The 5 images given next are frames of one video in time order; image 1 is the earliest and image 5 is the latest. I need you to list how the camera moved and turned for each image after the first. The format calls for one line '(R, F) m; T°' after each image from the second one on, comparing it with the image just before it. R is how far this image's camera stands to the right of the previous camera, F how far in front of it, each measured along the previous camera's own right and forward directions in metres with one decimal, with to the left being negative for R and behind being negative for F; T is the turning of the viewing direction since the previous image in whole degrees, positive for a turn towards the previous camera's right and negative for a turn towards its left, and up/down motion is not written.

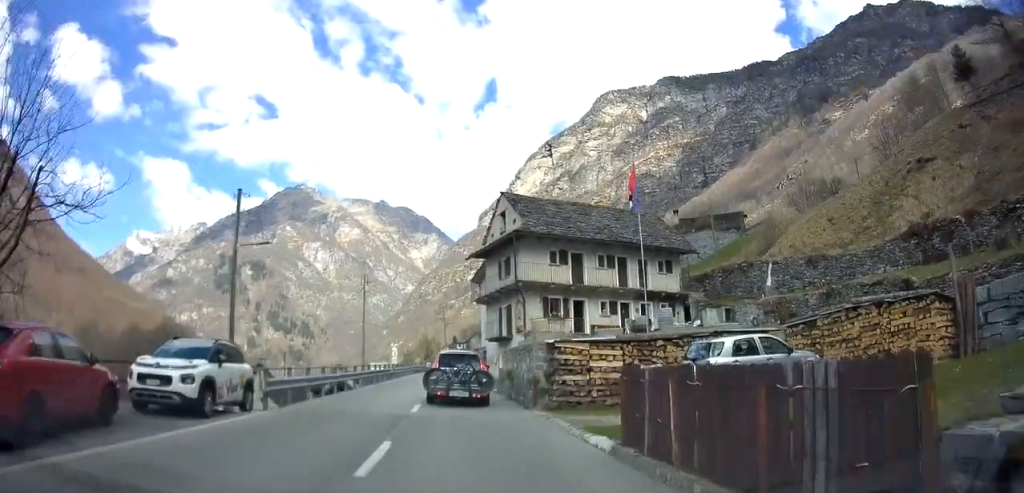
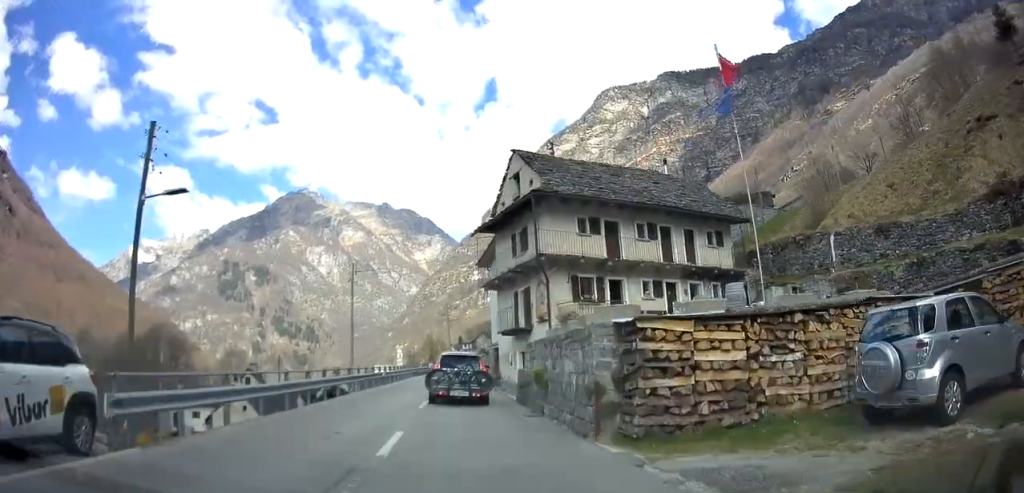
(0.0, +7.0) m; -1°
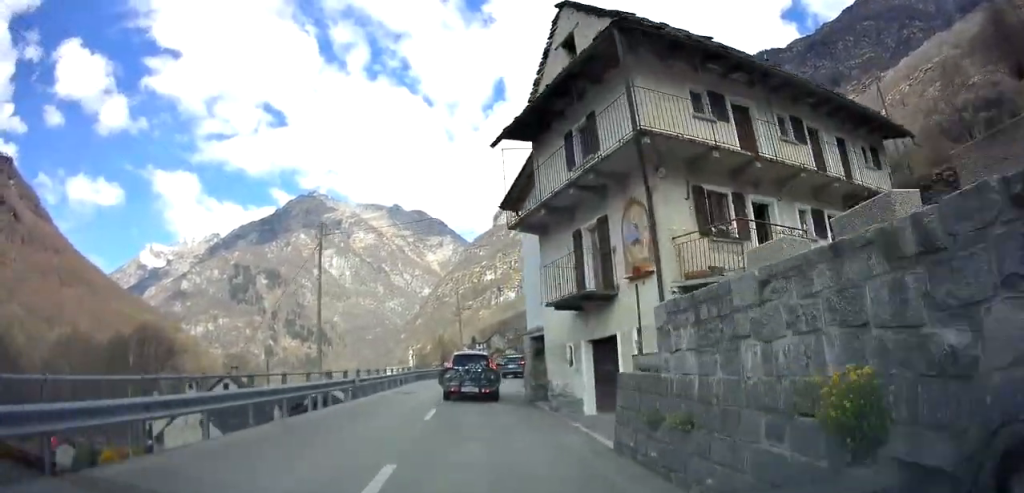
(-0.3, +11.6) m; -2°
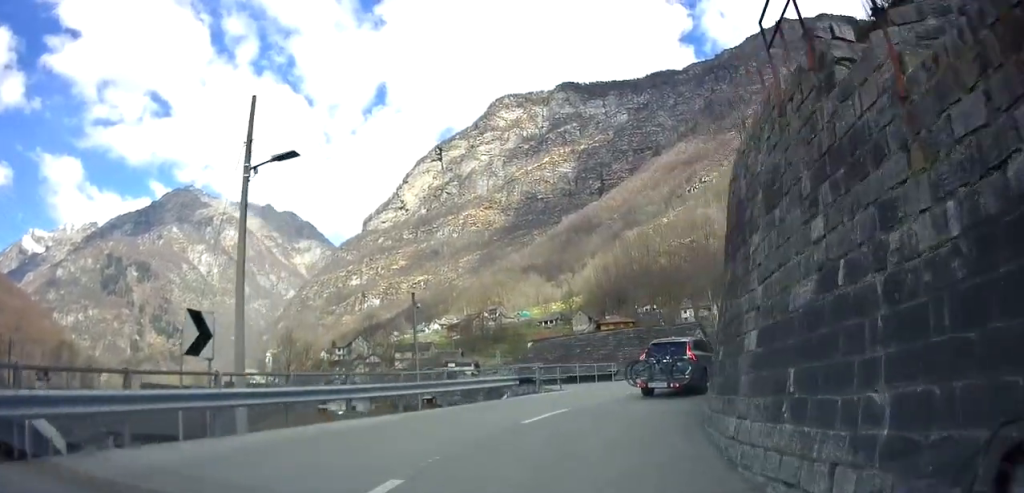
(+2.0, +34.3) m; +16°
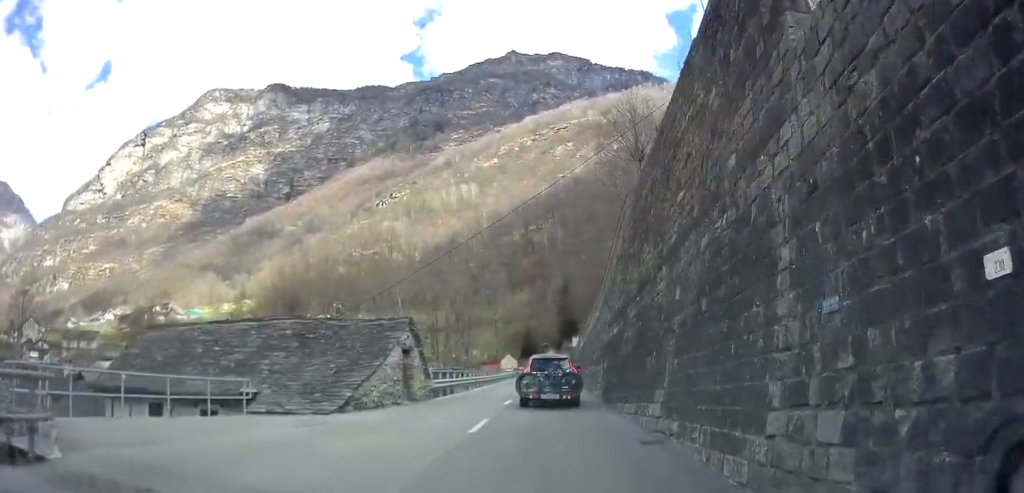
(+2.8, +15.7) m; +22°
